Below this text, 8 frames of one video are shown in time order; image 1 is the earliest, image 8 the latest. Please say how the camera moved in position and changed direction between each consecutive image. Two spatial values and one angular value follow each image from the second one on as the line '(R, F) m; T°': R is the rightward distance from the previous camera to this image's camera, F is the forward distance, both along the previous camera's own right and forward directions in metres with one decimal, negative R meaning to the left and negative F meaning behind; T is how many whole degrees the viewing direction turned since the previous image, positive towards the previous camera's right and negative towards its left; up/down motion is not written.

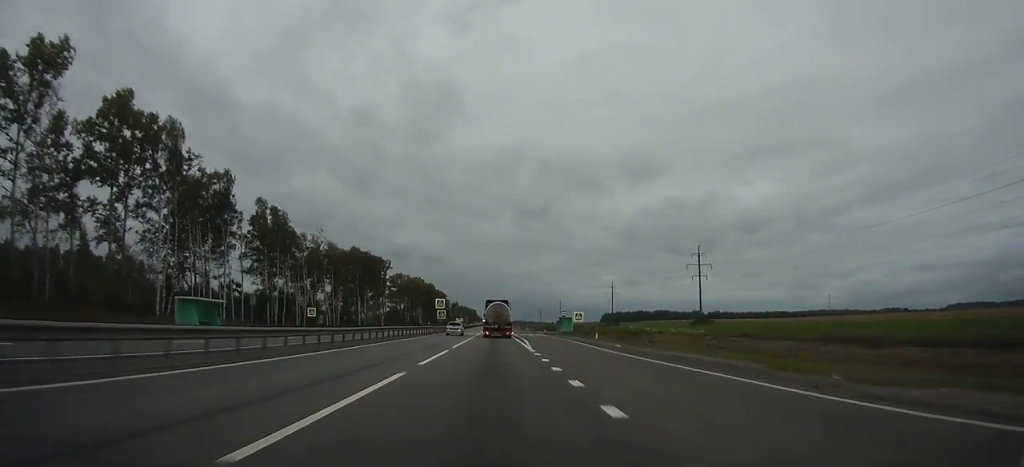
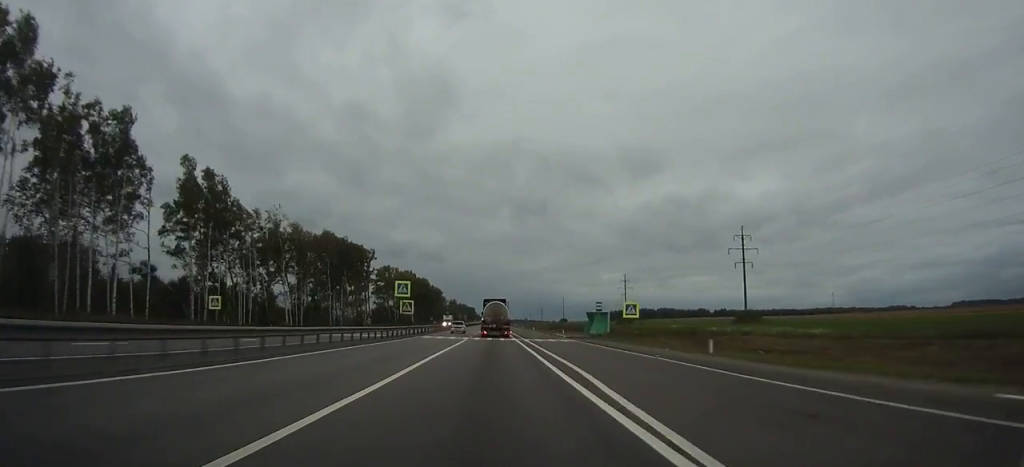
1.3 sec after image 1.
(0.0, +29.7) m; 0°
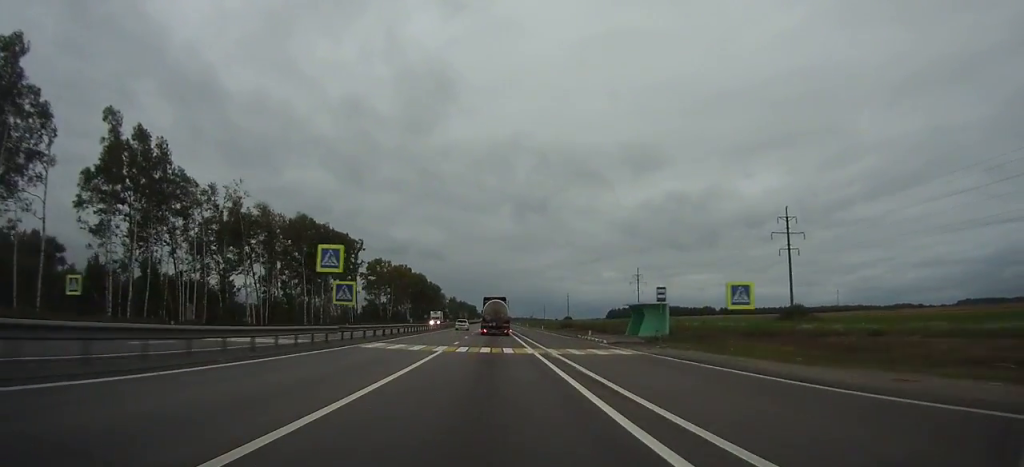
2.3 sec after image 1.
(0.0, +20.9) m; 0°
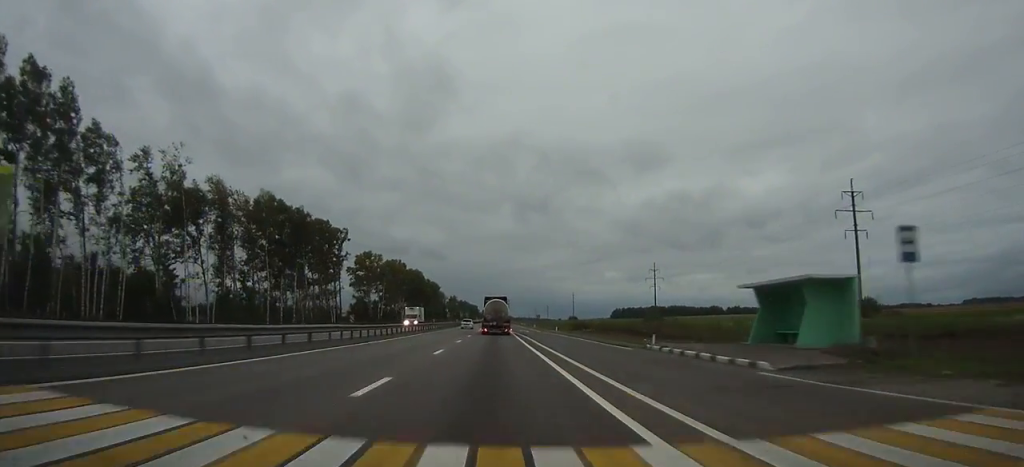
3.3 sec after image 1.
(0.0, +22.3) m; 0°
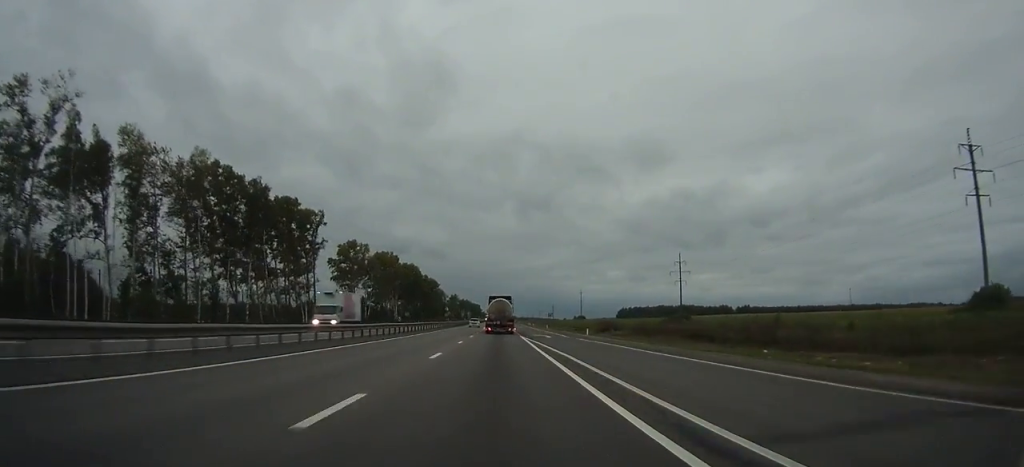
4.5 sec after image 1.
(-0.1, +26.7) m; 0°
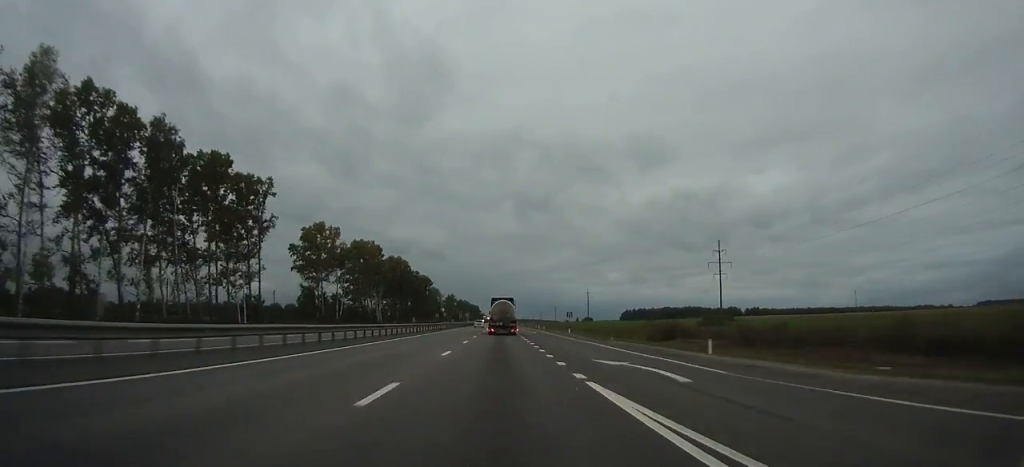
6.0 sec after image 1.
(0.0, +34.0) m; 0°
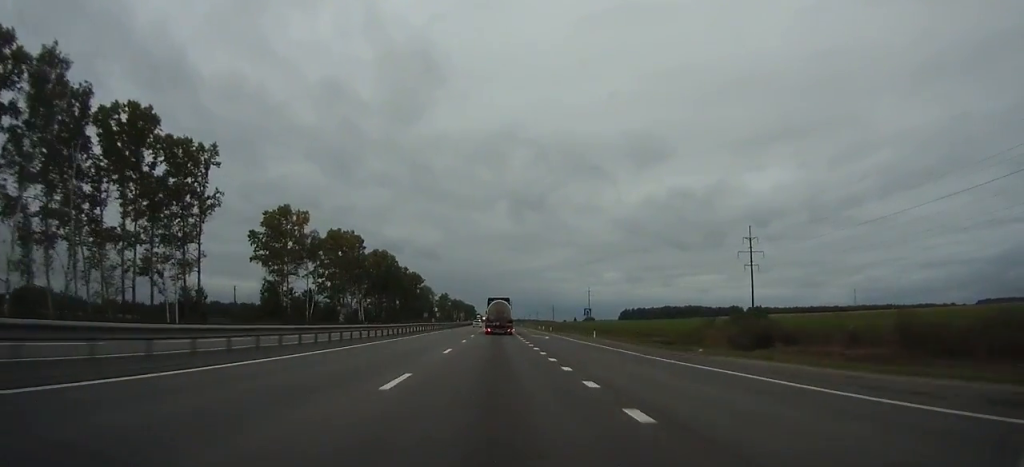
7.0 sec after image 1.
(0.0, +22.1) m; 0°
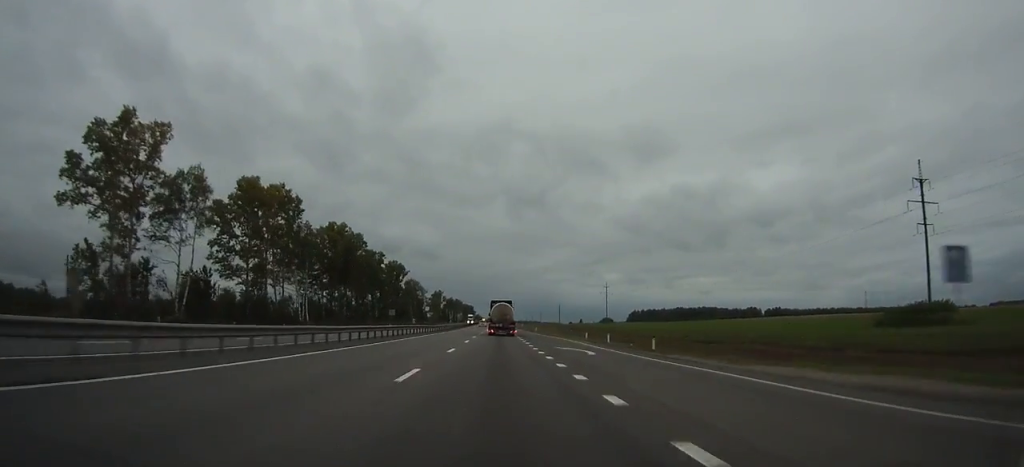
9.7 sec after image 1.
(+0.1, +58.6) m; 0°
